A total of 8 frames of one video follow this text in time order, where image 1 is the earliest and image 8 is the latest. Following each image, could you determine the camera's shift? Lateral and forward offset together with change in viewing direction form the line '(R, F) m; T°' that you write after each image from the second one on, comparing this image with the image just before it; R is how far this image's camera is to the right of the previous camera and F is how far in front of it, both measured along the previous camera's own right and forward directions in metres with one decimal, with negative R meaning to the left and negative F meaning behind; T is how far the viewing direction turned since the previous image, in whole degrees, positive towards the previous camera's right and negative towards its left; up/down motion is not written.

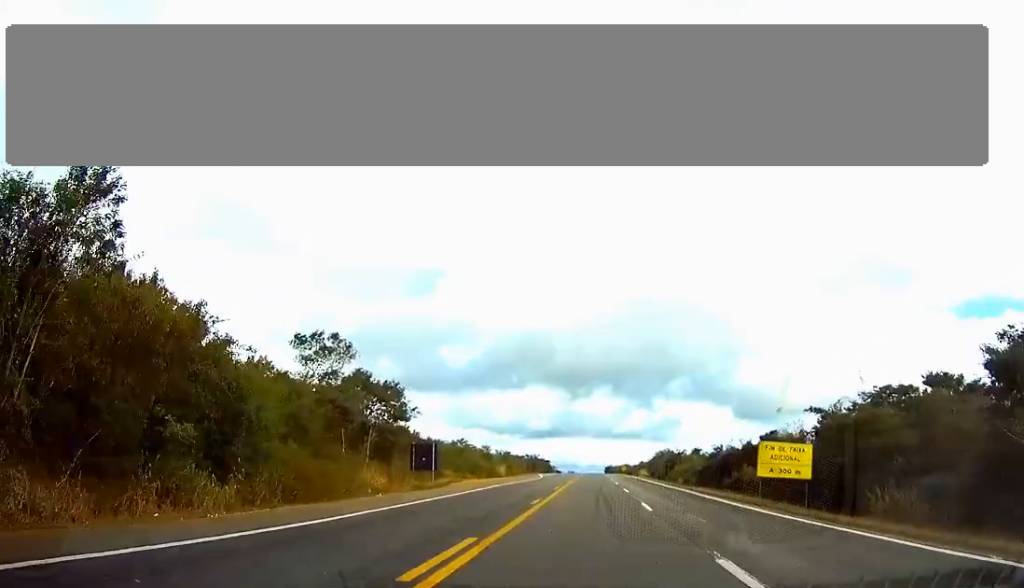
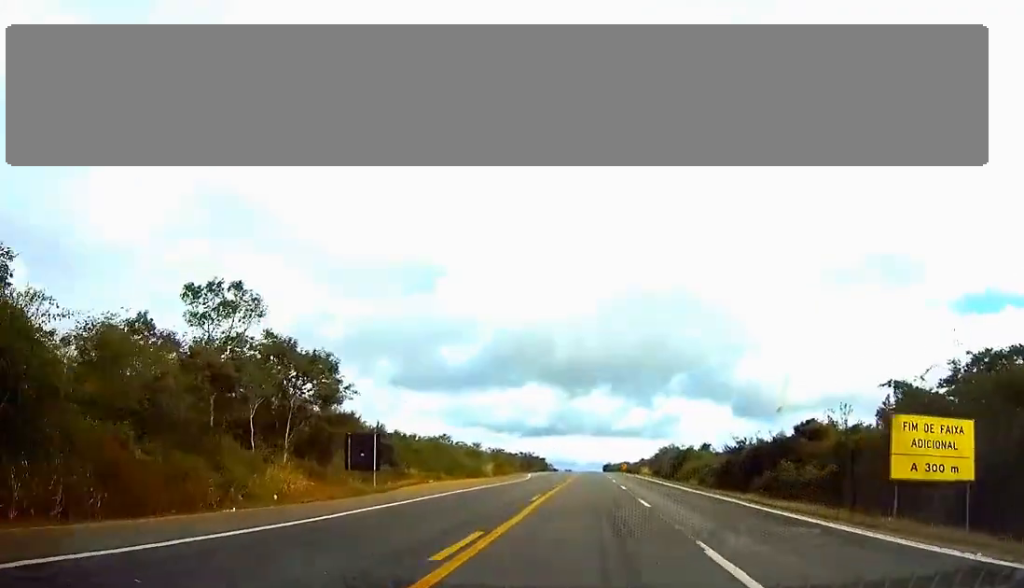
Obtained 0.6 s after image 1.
(0.0, +15.6) m; 0°
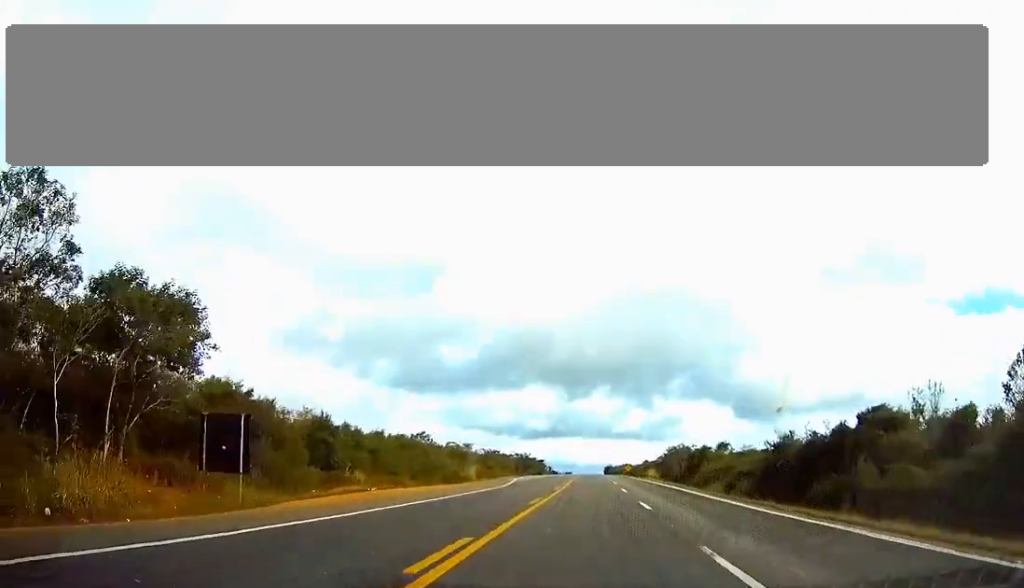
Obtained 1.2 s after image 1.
(0.0, +17.4) m; 0°
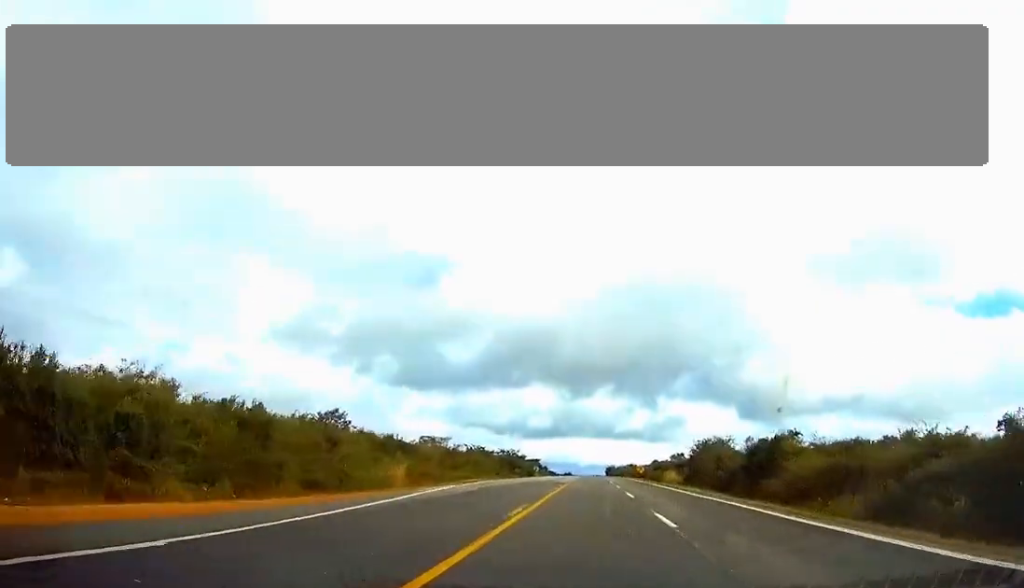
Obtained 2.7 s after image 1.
(0.0, +40.3) m; 0°
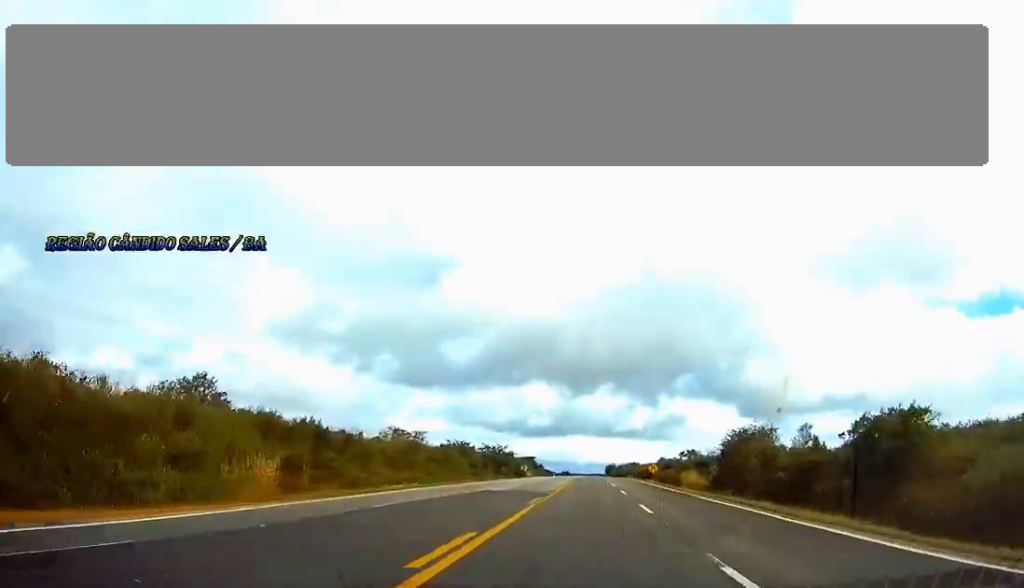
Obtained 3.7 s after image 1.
(0.0, +27.6) m; 0°
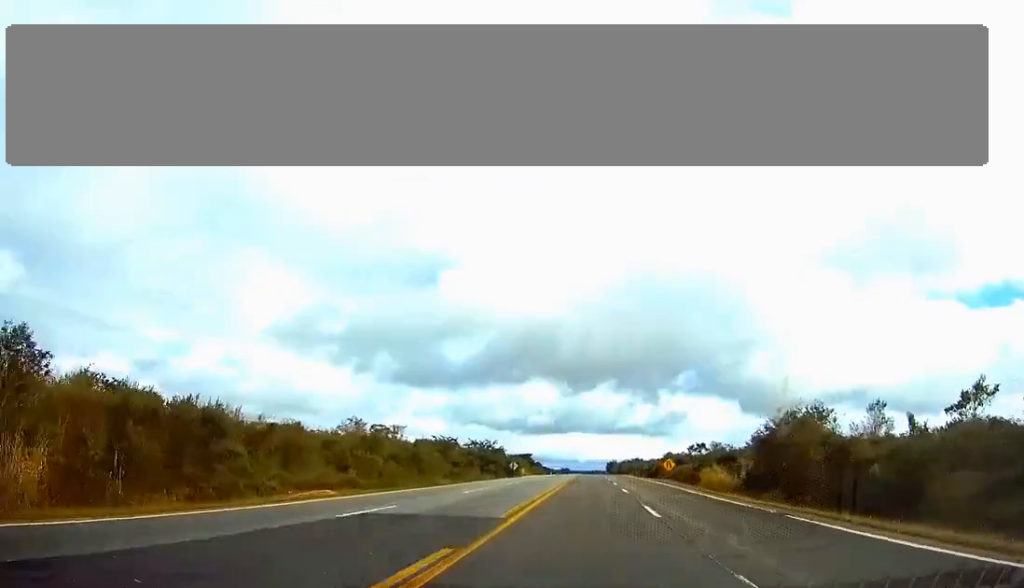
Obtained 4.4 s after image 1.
(0.0, +19.4) m; 0°
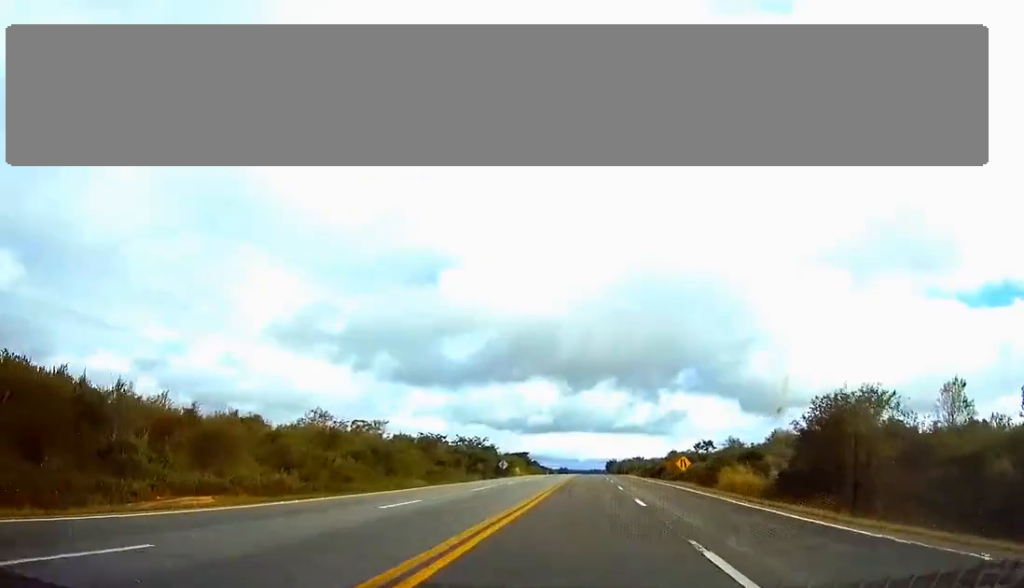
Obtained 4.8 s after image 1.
(0.0, +13.0) m; 0°
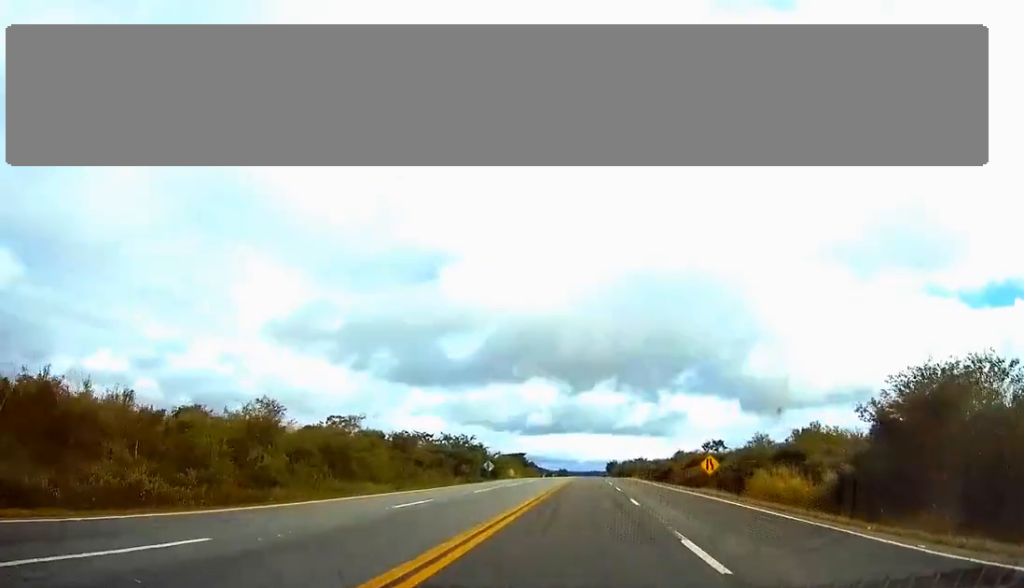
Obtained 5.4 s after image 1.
(0.0, +14.8) m; 0°
